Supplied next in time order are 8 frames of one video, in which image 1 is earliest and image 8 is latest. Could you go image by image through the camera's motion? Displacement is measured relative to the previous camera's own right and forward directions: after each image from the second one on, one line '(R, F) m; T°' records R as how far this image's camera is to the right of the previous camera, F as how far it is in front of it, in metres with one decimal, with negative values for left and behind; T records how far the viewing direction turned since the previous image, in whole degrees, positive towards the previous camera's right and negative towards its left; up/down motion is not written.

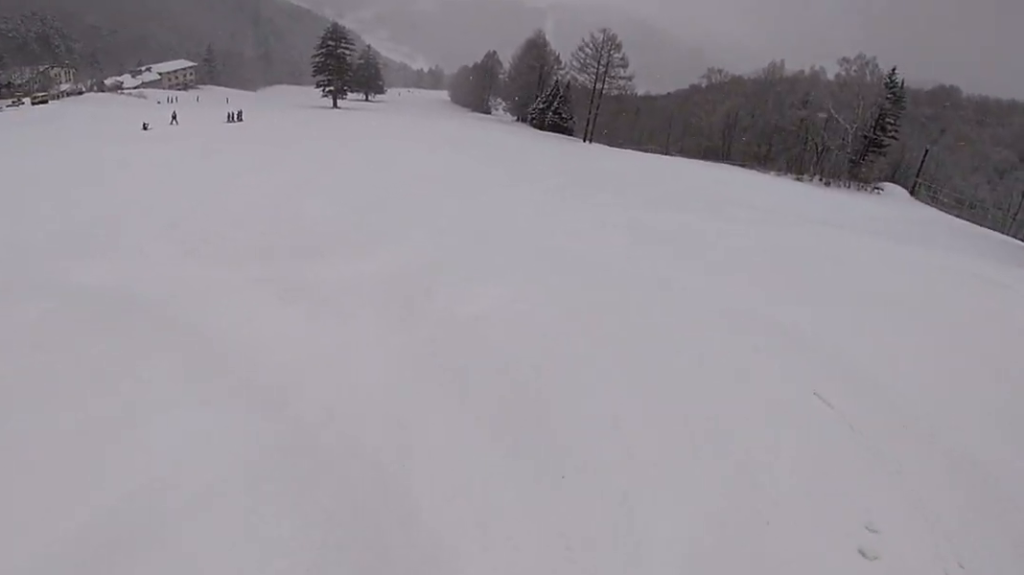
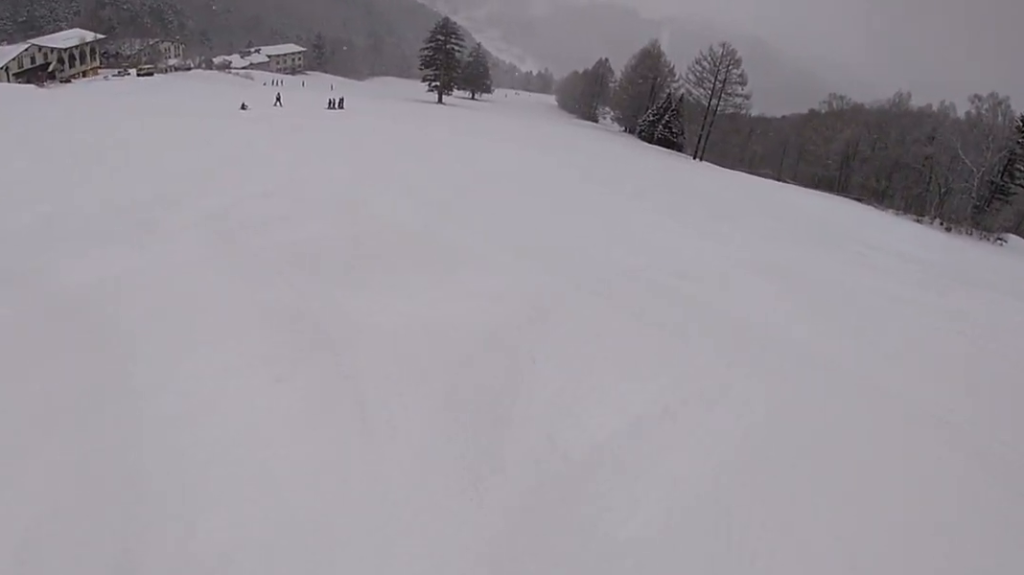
(0.0, +2.6) m; +2°
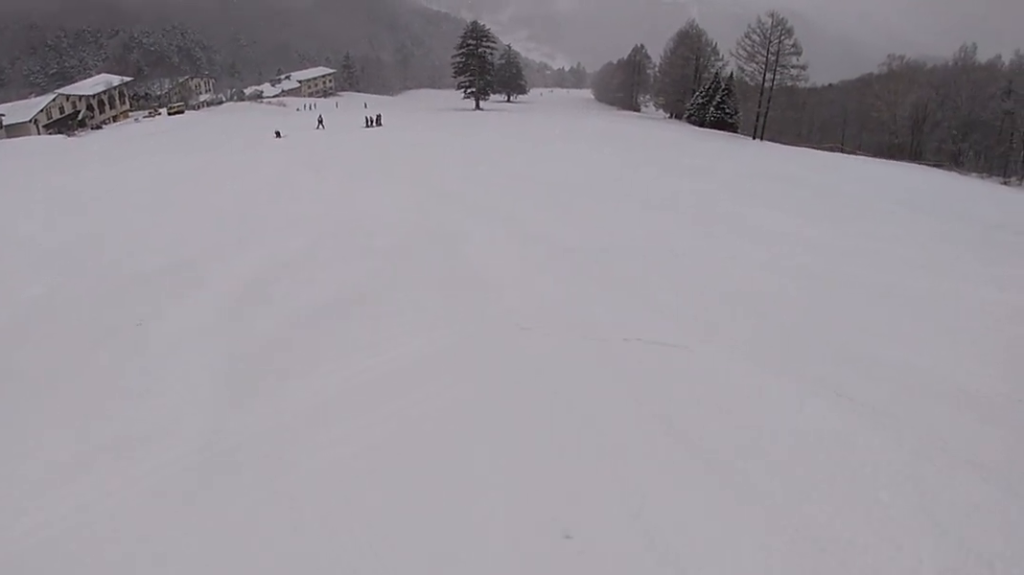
(-0.1, +5.0) m; +13°
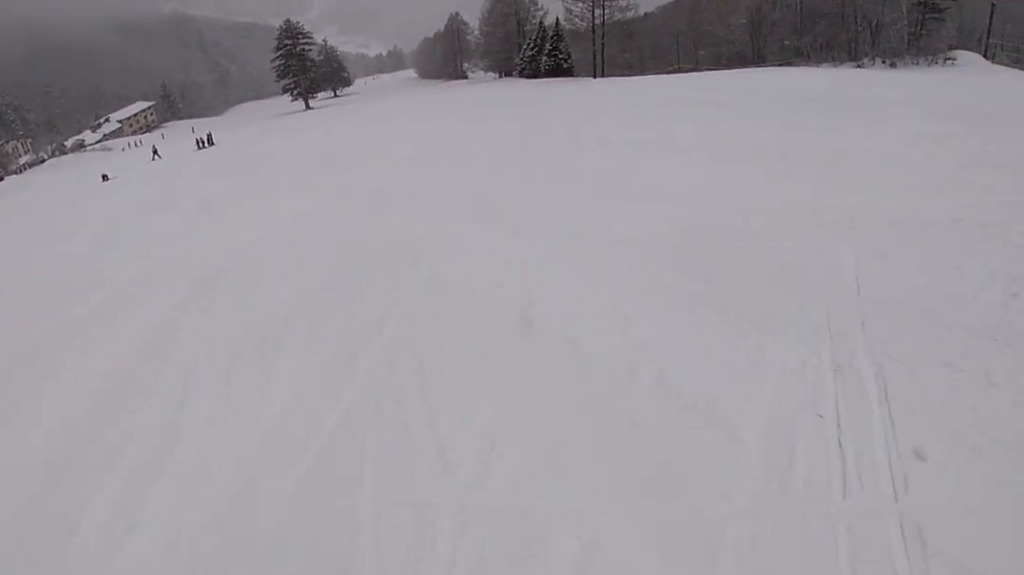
(+1.1, +4.9) m; +18°
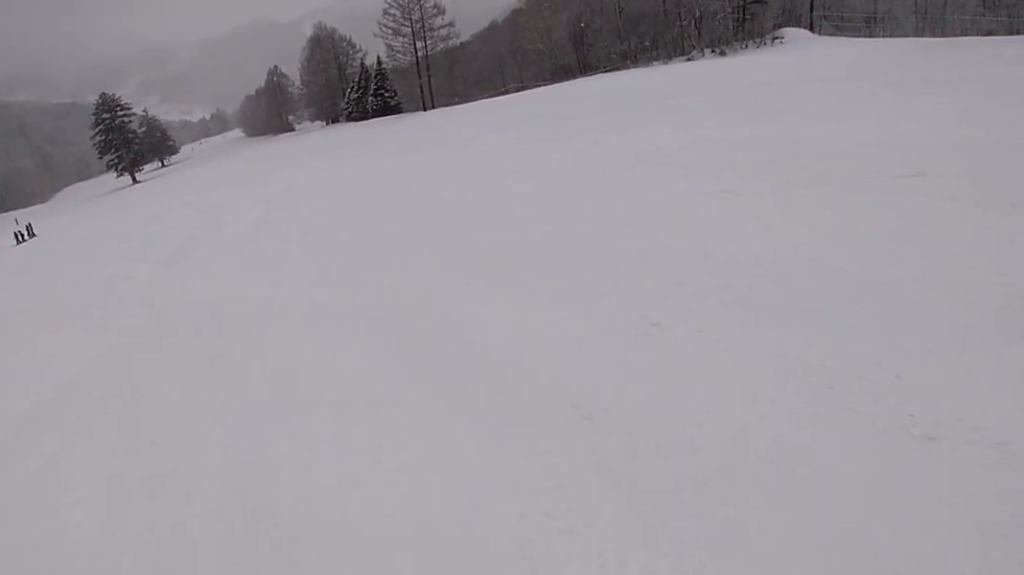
(+0.6, +4.4) m; +9°
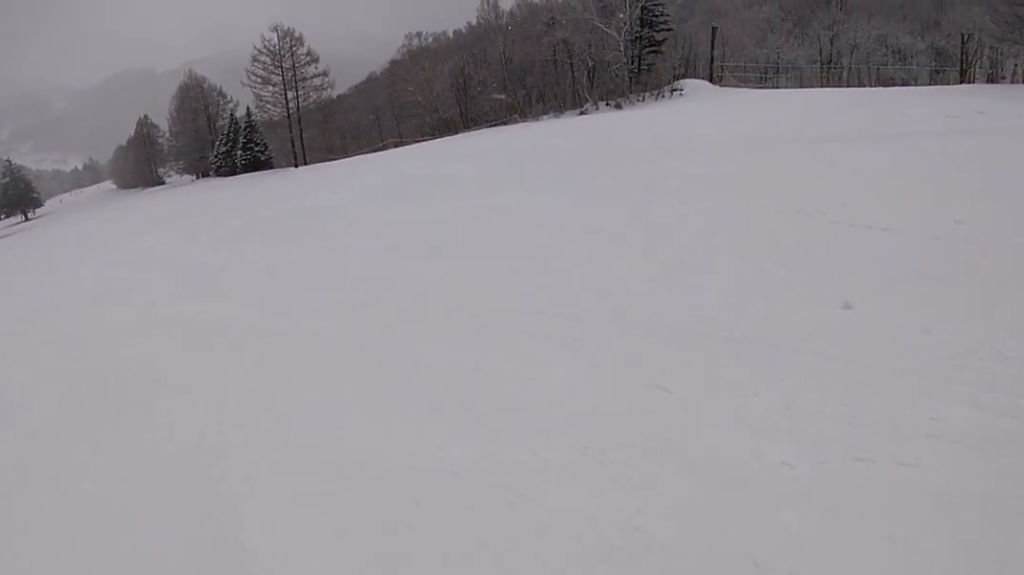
(+0.3, +8.2) m; -12°
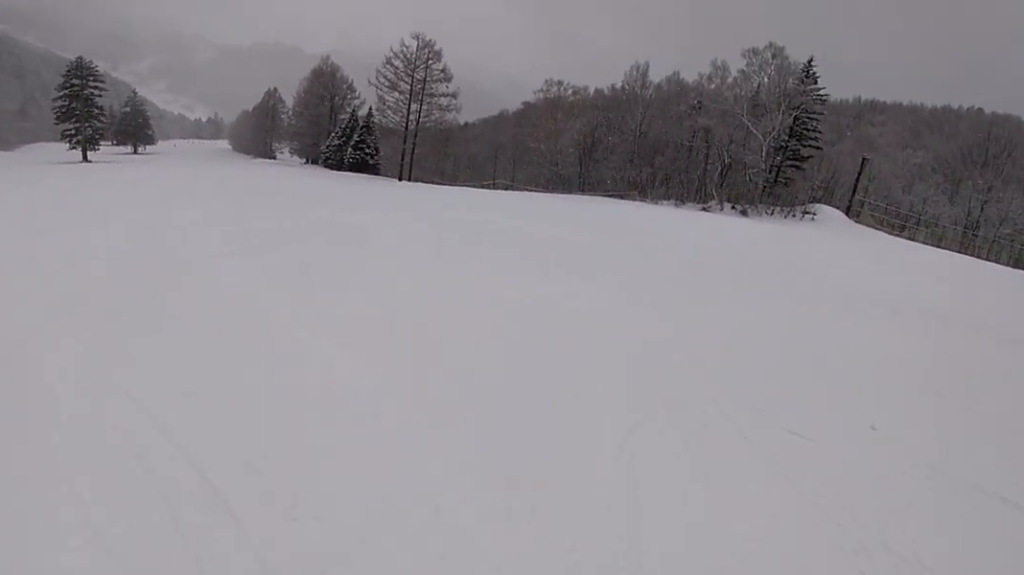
(-0.2, +4.2) m; -15°
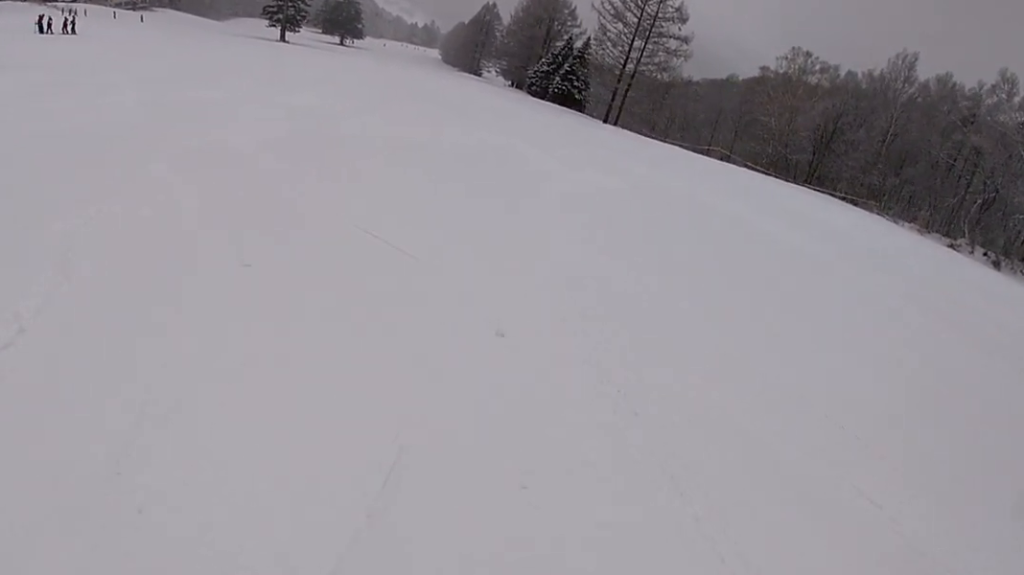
(-1.6, +7.1) m; -30°
